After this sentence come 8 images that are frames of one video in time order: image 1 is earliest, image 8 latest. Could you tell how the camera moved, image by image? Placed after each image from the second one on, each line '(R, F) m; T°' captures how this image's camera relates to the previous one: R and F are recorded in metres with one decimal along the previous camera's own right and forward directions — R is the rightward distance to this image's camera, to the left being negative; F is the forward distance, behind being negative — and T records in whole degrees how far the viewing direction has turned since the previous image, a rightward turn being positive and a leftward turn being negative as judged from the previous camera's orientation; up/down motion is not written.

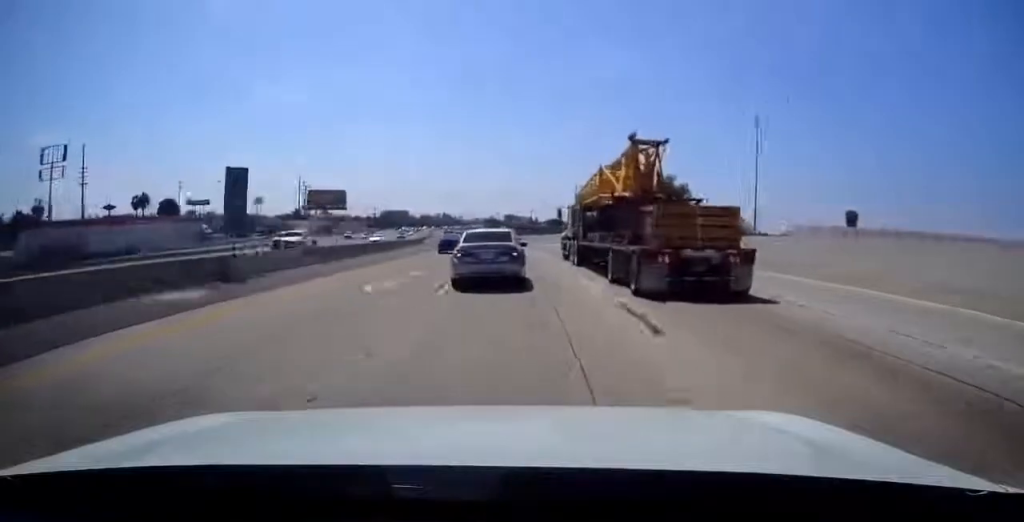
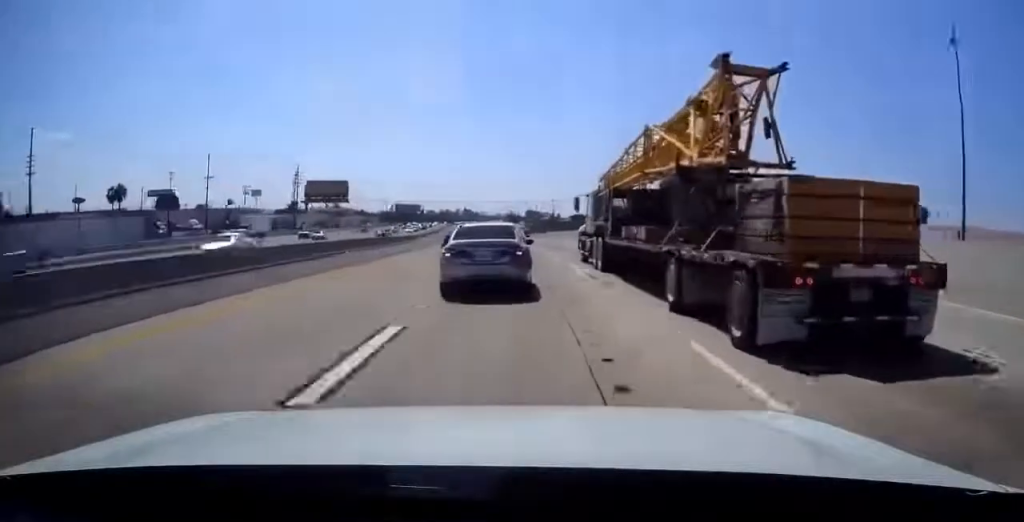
(0.0, +22.8) m; 0°
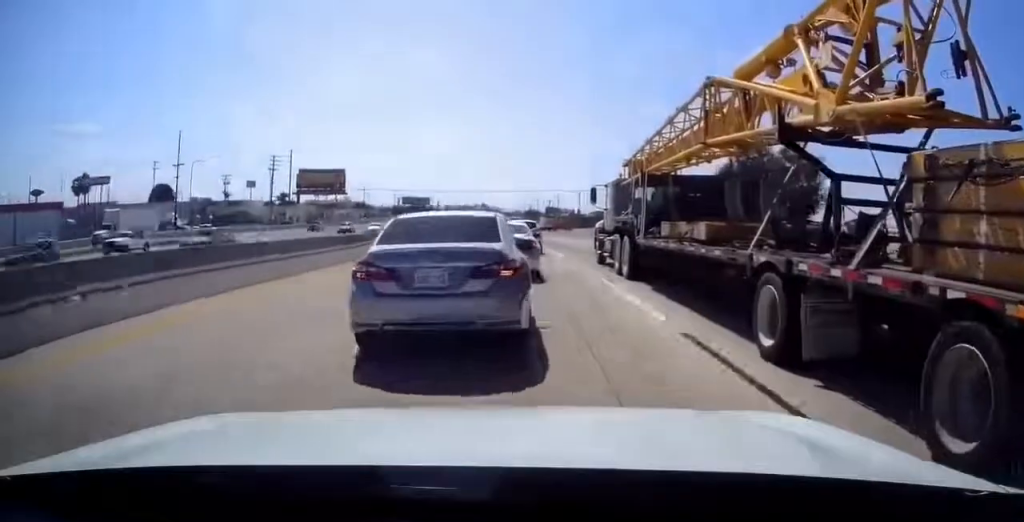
(0.0, +27.0) m; +1°
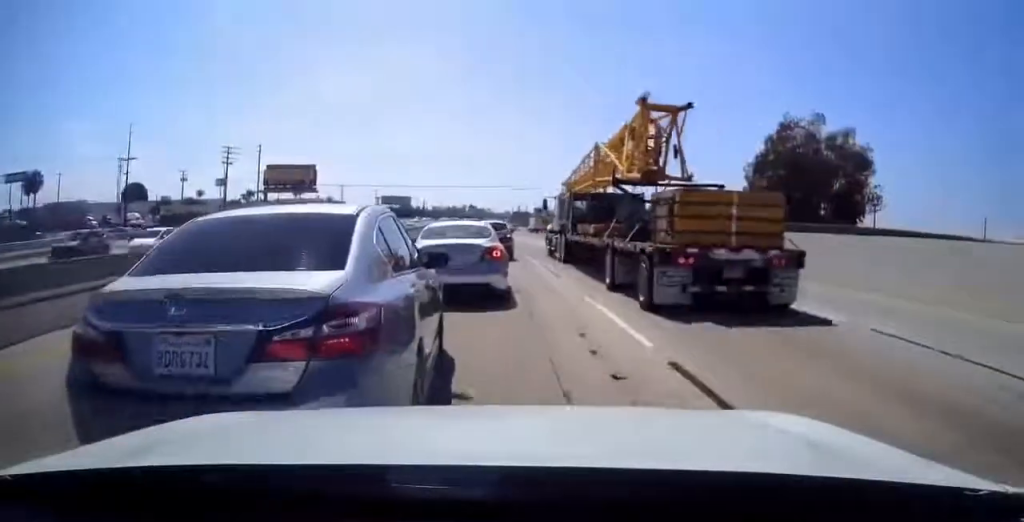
(+0.7, +30.1) m; +2°
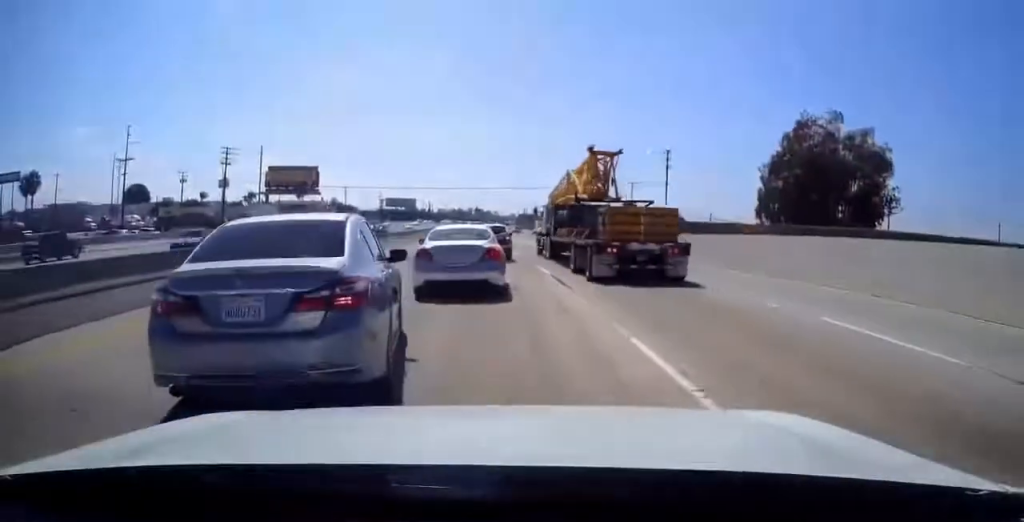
(0.0, +11.0) m; 0°
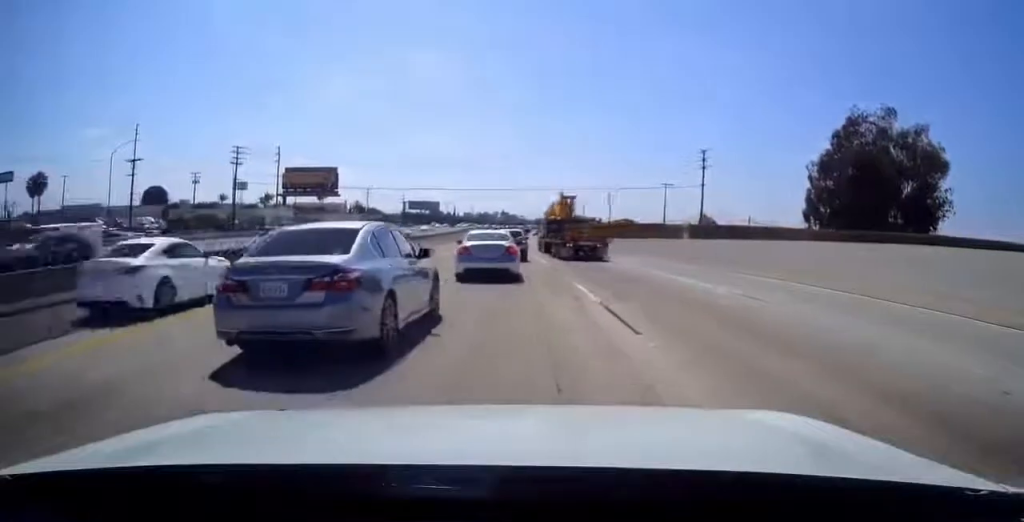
(0.0, +26.3) m; -2°
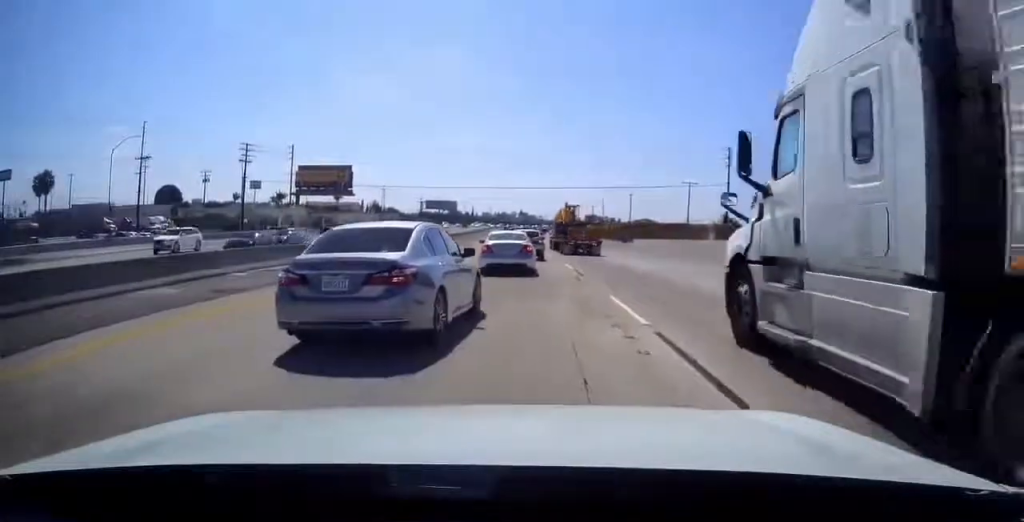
(-0.5, +14.3) m; -2°
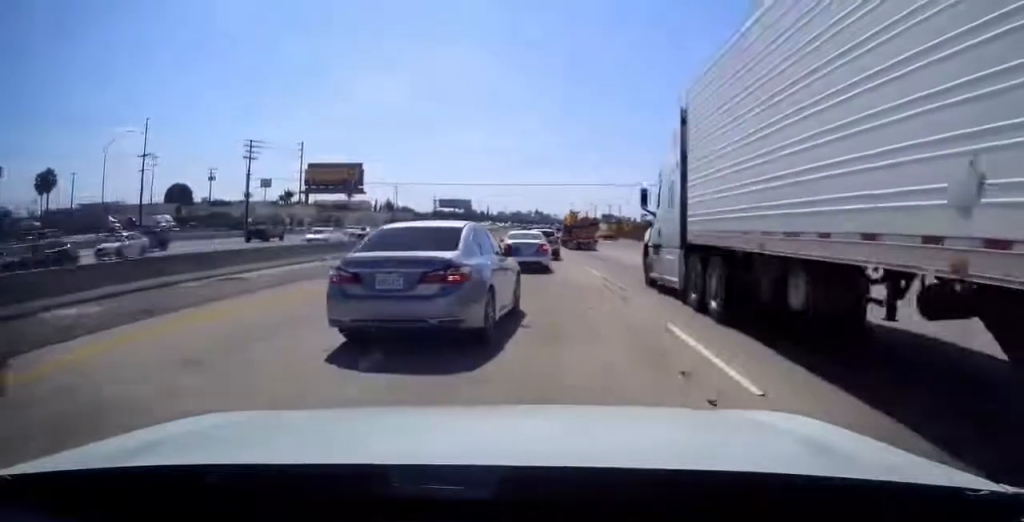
(-0.2, +17.2) m; -2°
